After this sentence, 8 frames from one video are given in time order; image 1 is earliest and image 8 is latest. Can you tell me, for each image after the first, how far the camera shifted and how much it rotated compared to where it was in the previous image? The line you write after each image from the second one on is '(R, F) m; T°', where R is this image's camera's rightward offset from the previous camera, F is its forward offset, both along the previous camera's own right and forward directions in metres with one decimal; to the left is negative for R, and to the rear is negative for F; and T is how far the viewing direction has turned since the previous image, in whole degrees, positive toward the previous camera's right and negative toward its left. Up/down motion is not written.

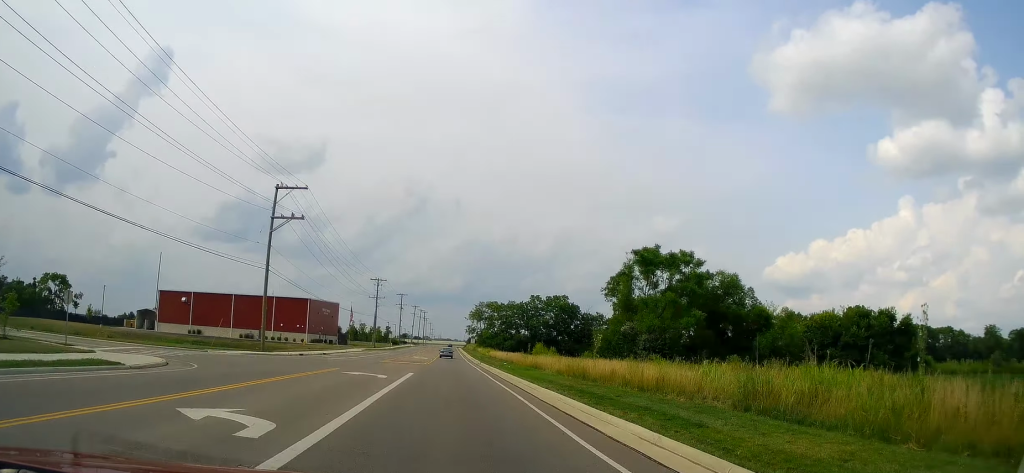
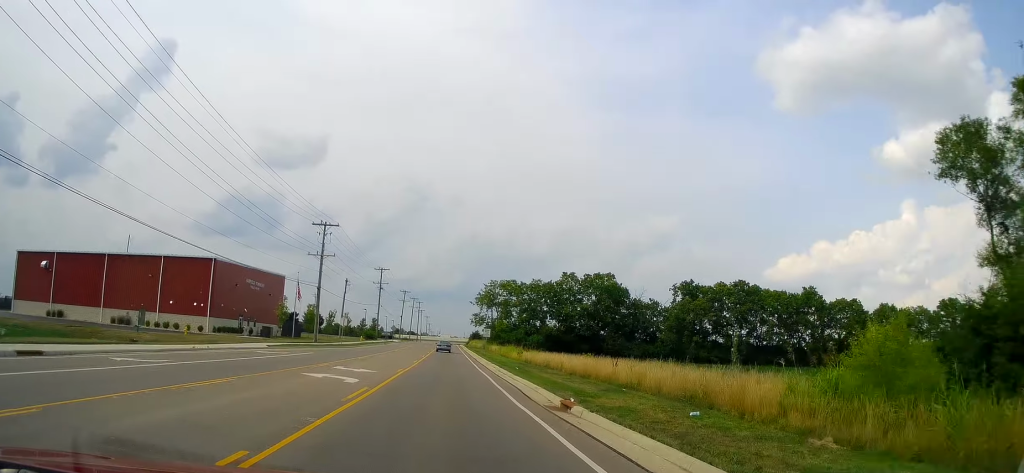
(-0.1, +50.1) m; -1°
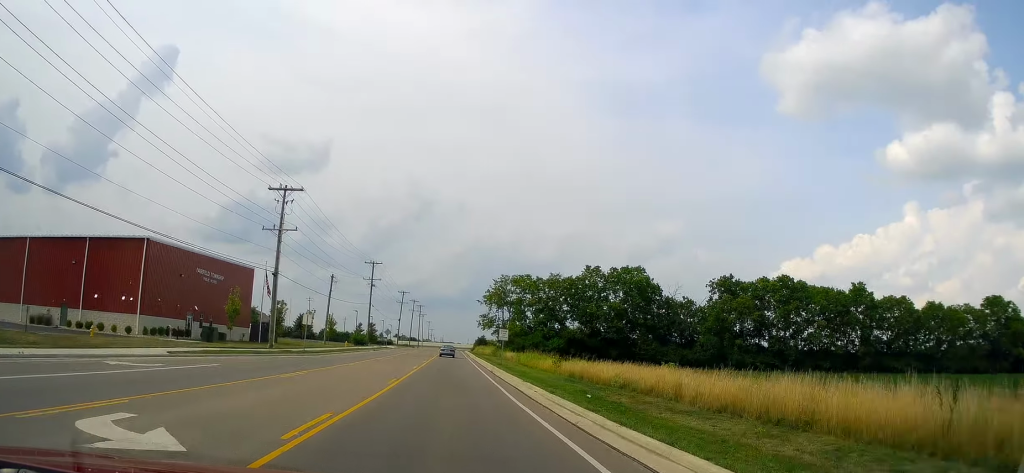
(-0.3, +18.1) m; -1°
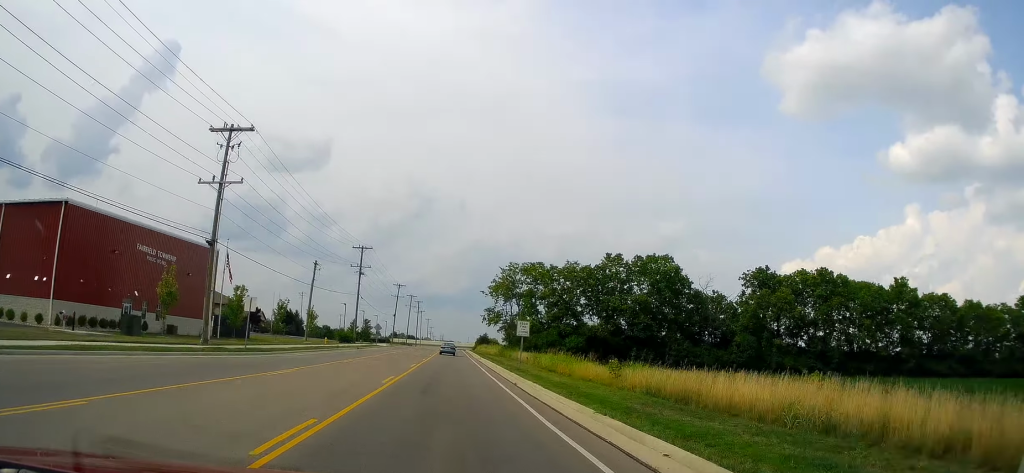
(-0.2, +13.9) m; 0°
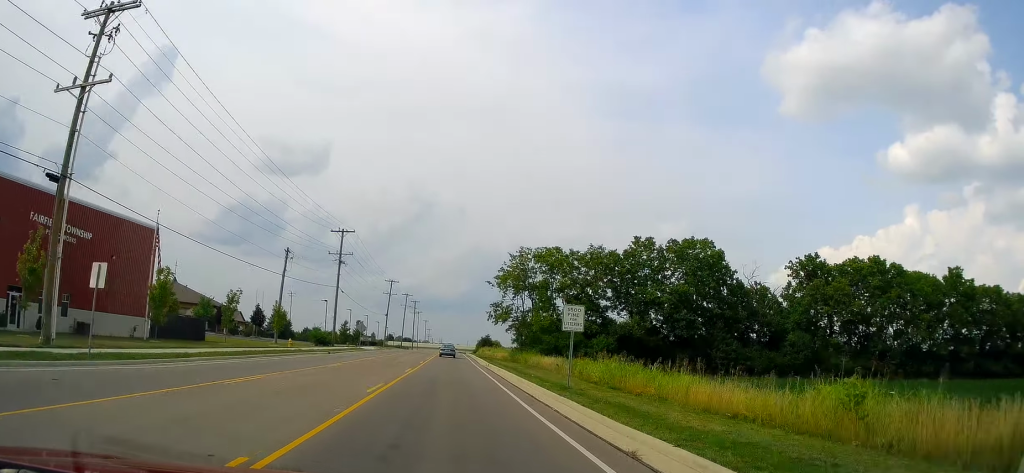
(+0.2, +16.1) m; +2°
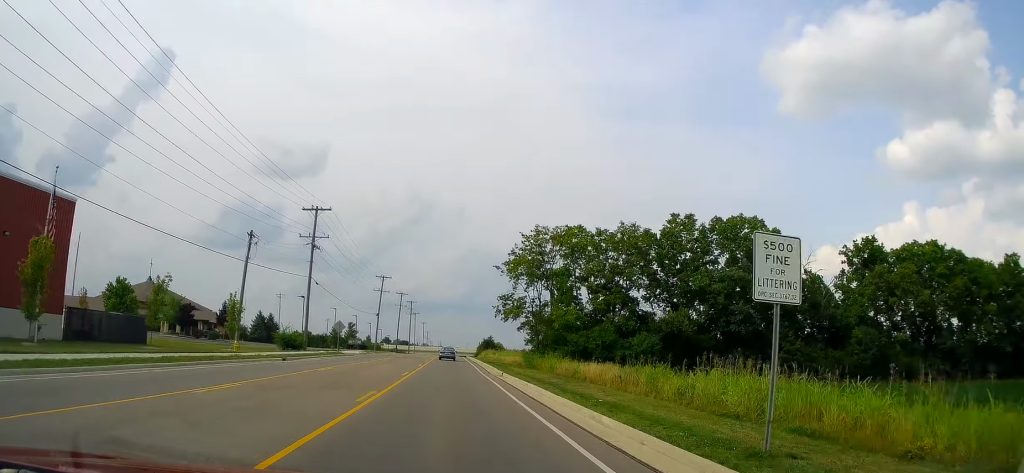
(+0.3, +14.5) m; 0°
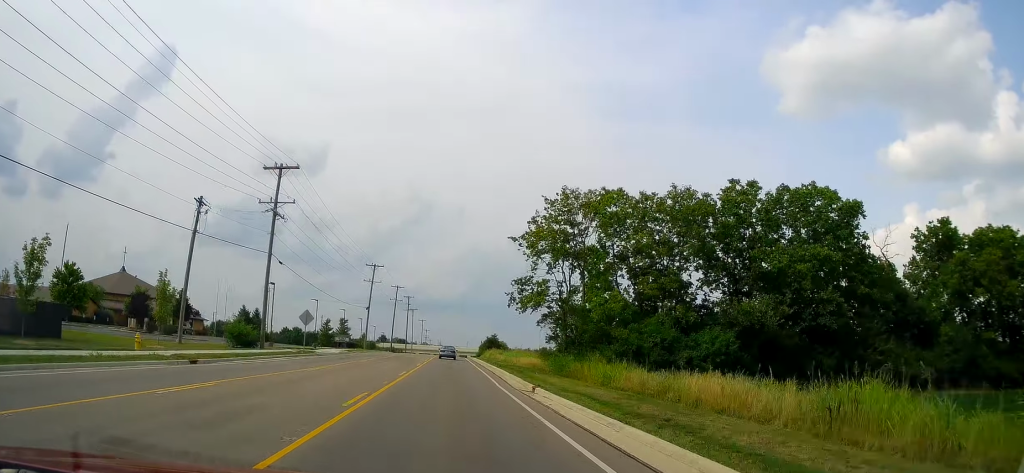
(+0.1, +14.4) m; 0°
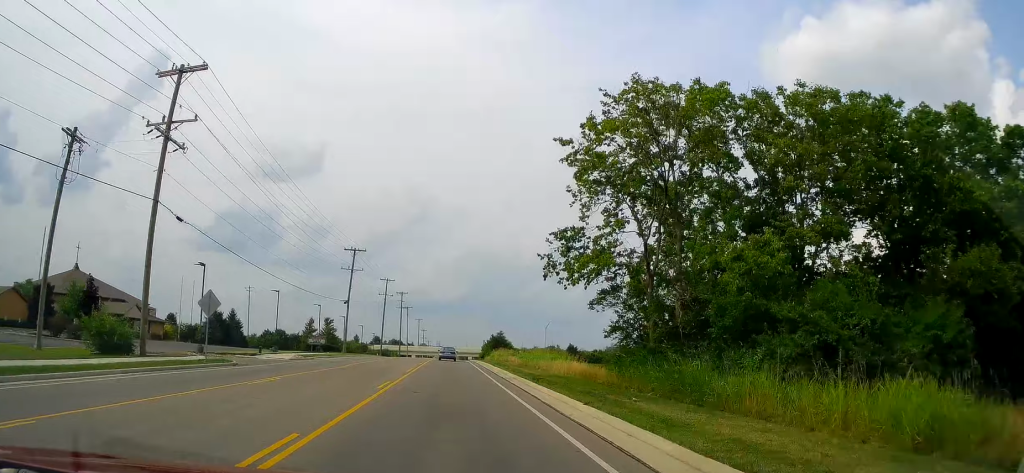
(-0.3, +19.5) m; -1°
